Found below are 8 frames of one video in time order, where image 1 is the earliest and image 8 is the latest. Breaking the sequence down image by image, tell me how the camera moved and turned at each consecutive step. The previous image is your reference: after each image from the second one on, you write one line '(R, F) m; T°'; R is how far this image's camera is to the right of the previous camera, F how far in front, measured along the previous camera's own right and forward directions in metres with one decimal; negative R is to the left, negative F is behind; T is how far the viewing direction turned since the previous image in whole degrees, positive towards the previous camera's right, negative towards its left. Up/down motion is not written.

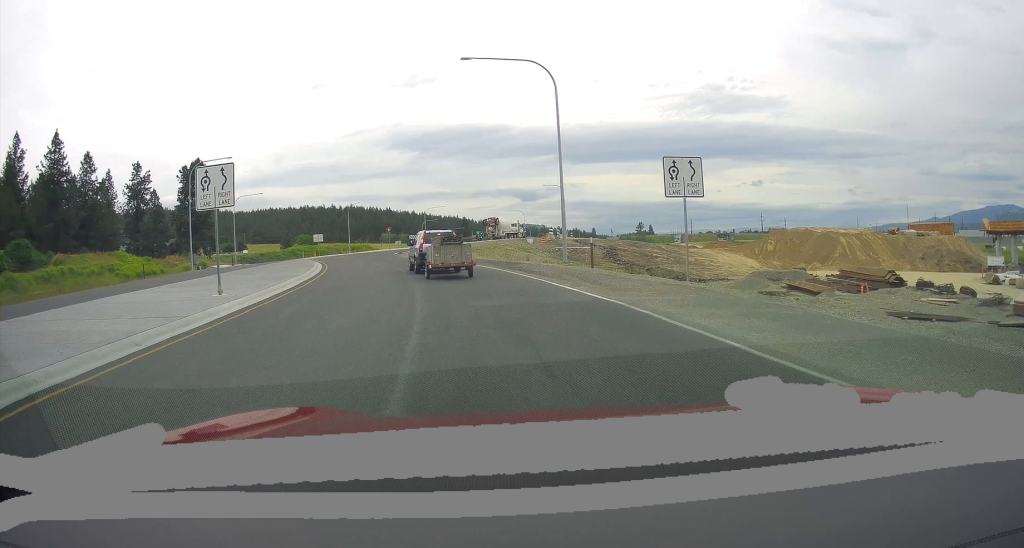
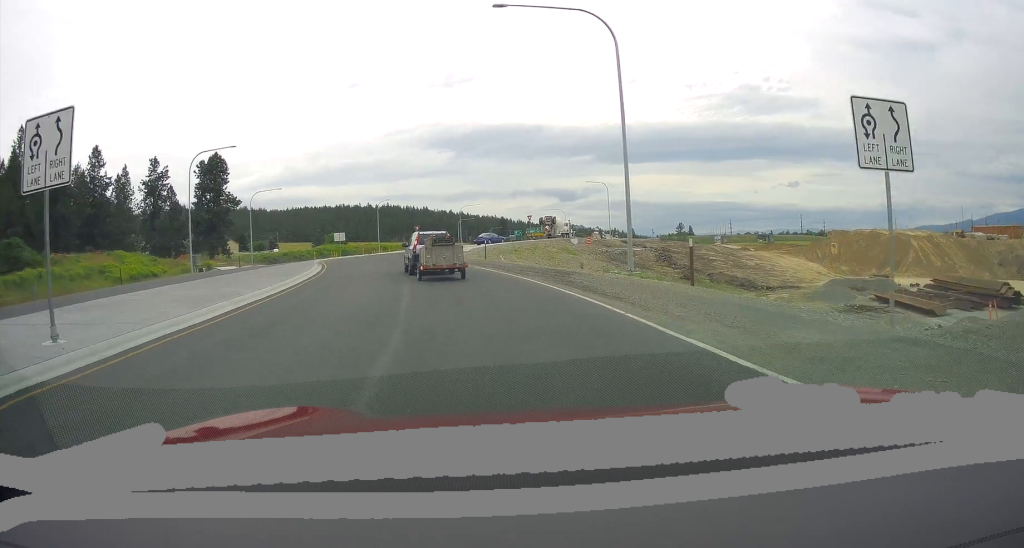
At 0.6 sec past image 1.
(-0.1, +8.6) m; -2°
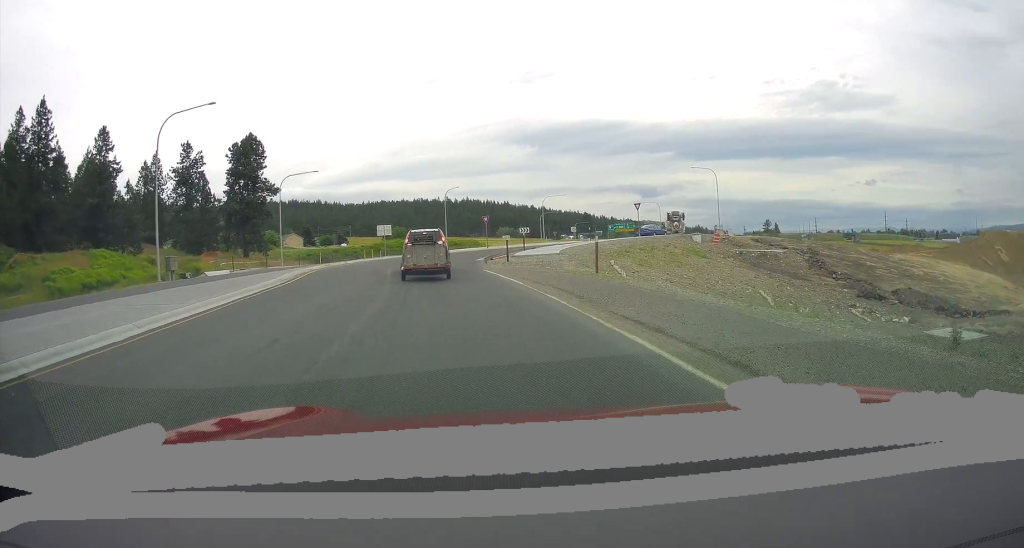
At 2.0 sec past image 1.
(-0.9, +19.4) m; -6°
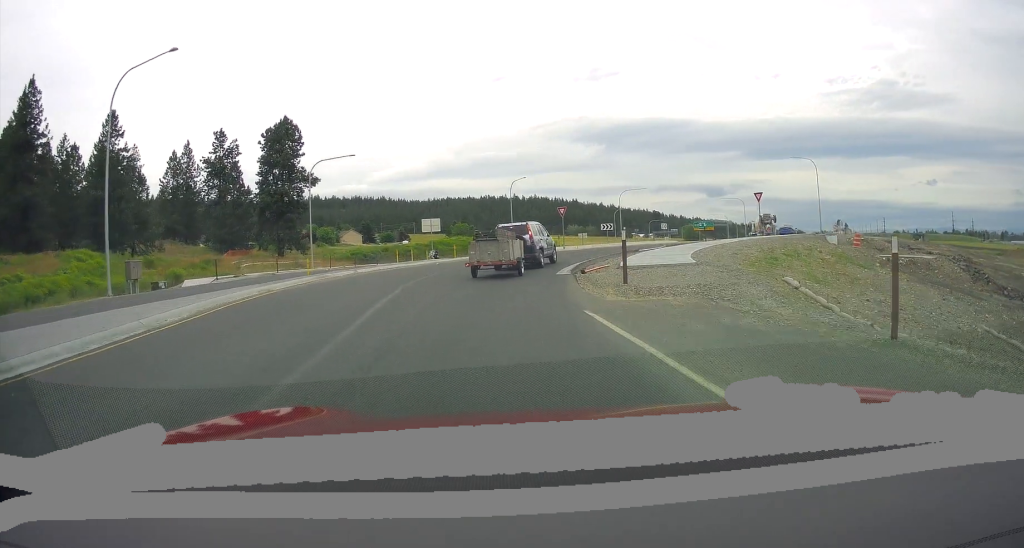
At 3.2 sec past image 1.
(-0.6, +13.5) m; -3°
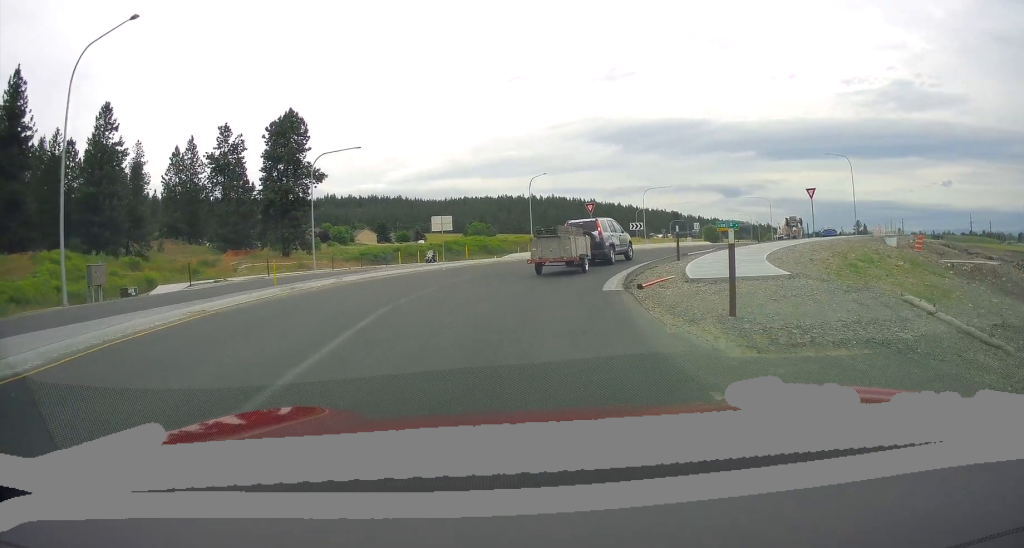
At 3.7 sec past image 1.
(-0.2, +5.7) m; 0°
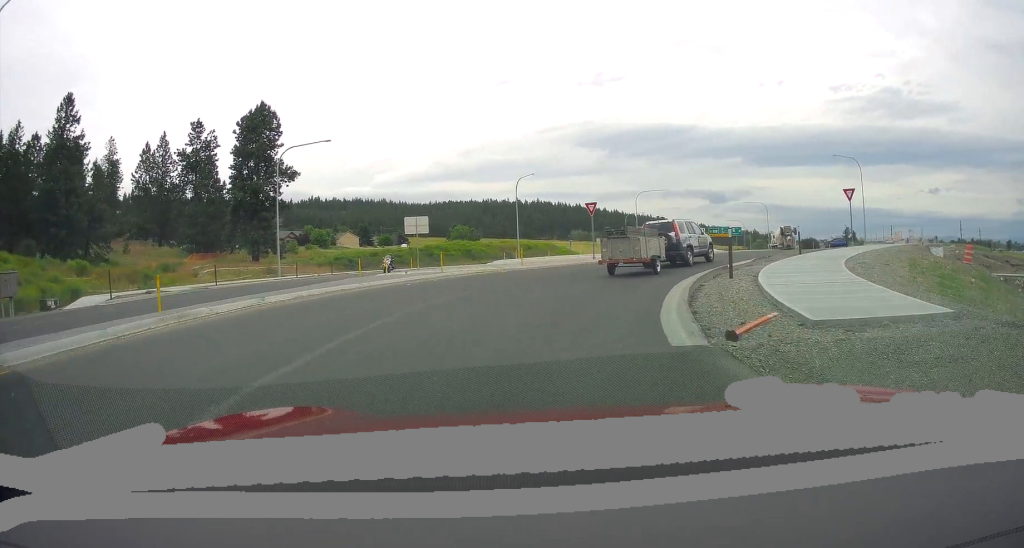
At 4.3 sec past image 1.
(+0.1, +6.6) m; +5°
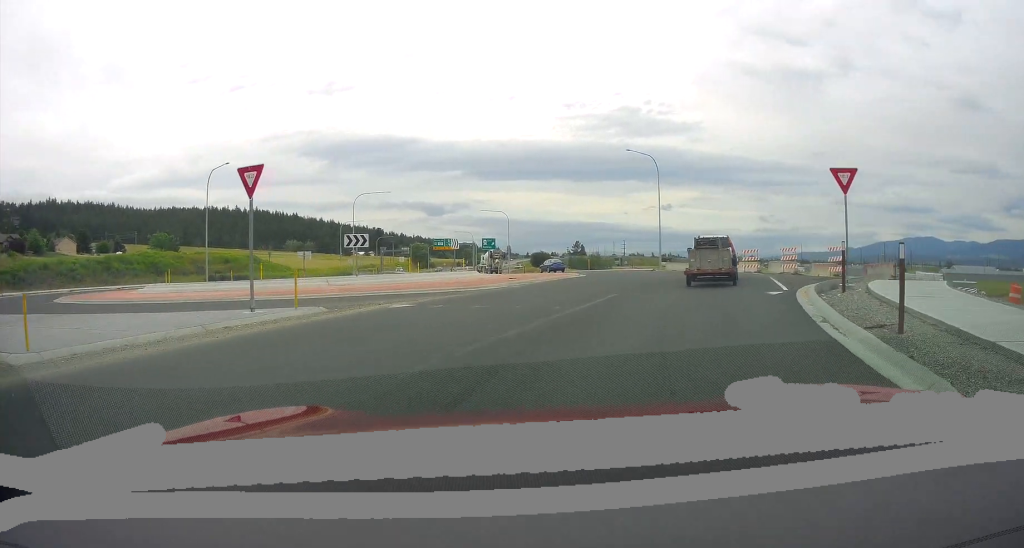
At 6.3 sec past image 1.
(+3.2, +19.3) m; +21°
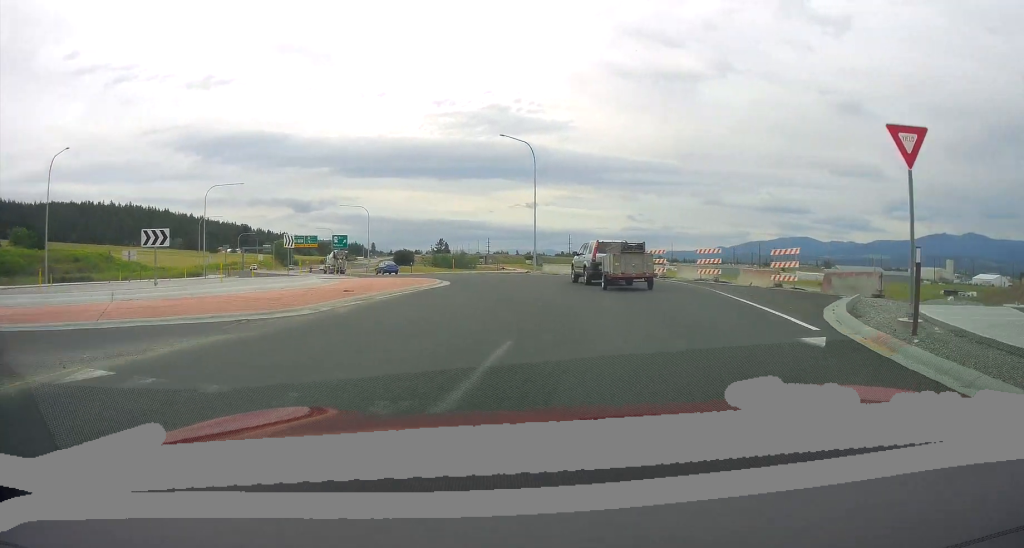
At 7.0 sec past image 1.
(+0.2, +6.7) m; +8°
